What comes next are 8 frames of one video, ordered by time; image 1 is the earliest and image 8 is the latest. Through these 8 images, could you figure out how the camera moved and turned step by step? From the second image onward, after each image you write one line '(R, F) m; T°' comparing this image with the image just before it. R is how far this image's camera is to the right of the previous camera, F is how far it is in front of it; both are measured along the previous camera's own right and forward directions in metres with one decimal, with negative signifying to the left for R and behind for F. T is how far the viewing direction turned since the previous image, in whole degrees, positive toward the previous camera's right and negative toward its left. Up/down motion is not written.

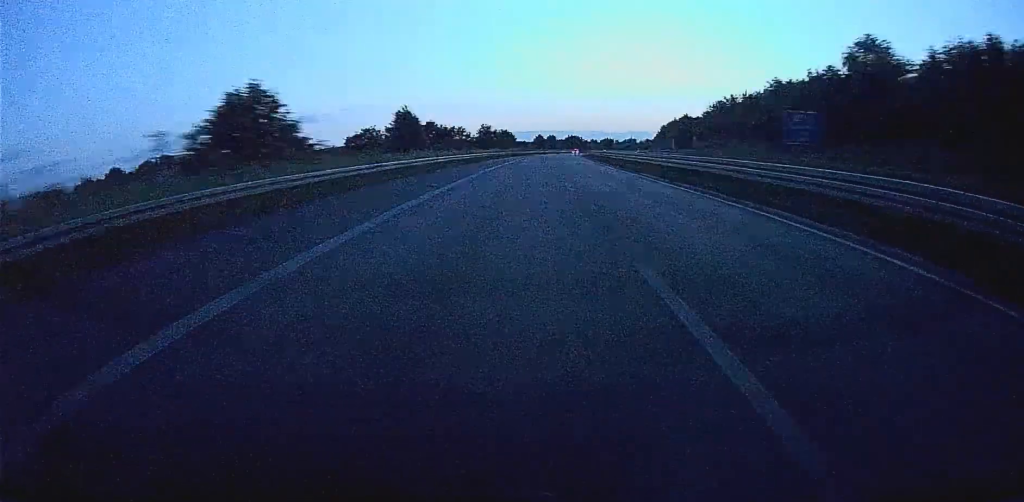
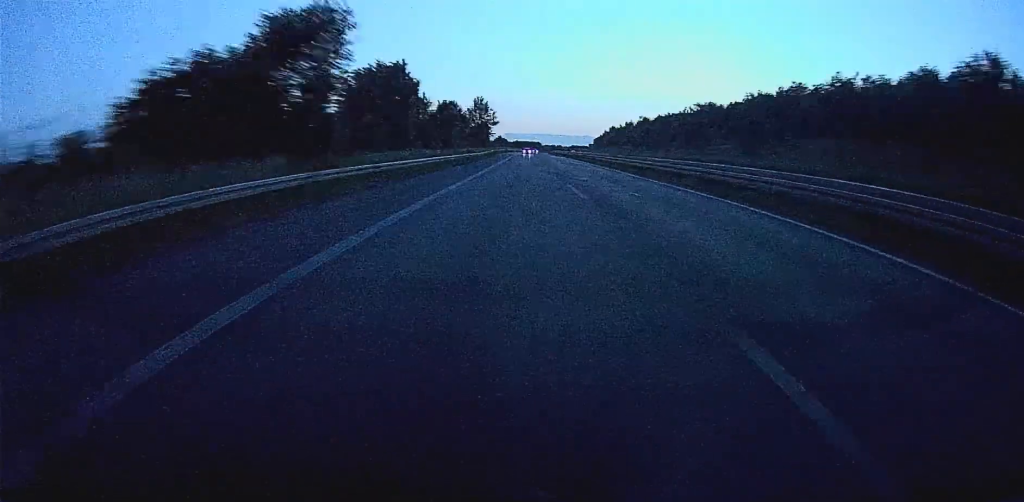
(-11.2, +246.5) m; -3°
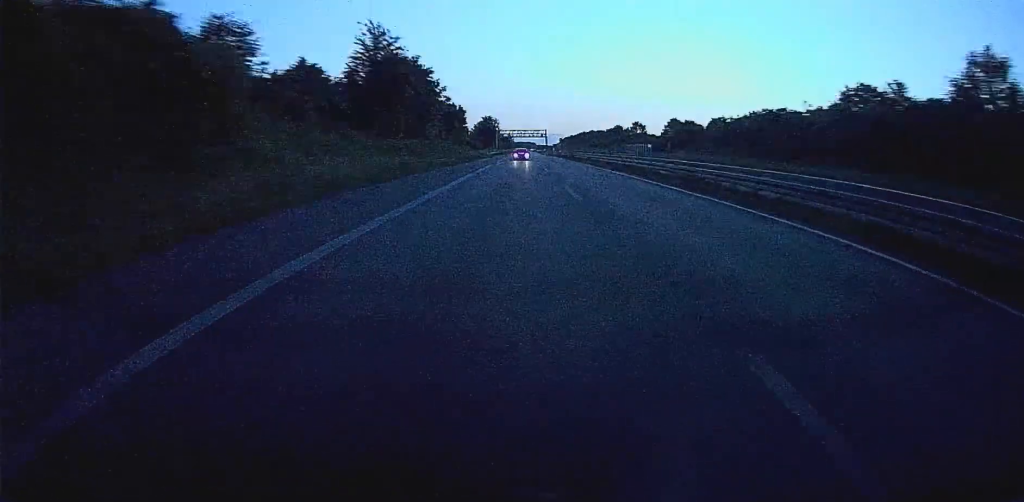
(-1.1, +288.4) m; 0°
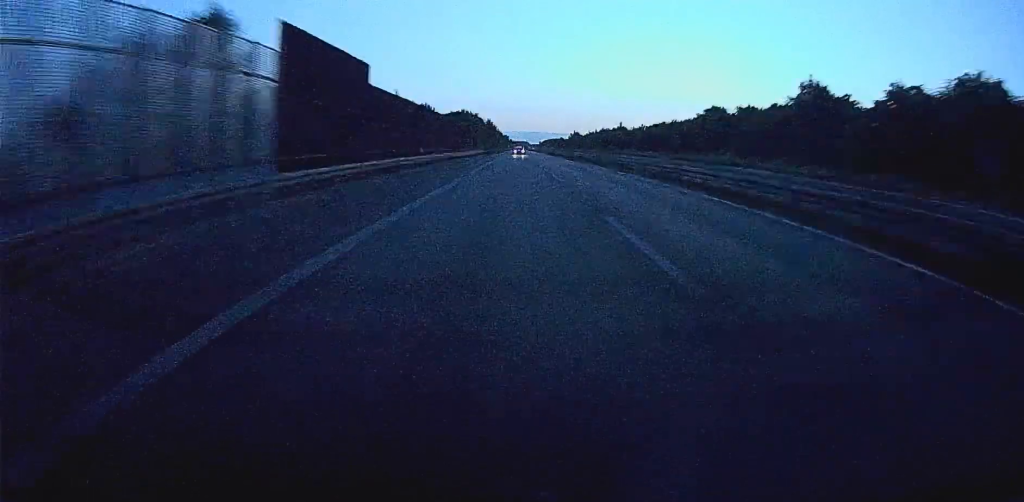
(+1.4, +280.0) m; +8°
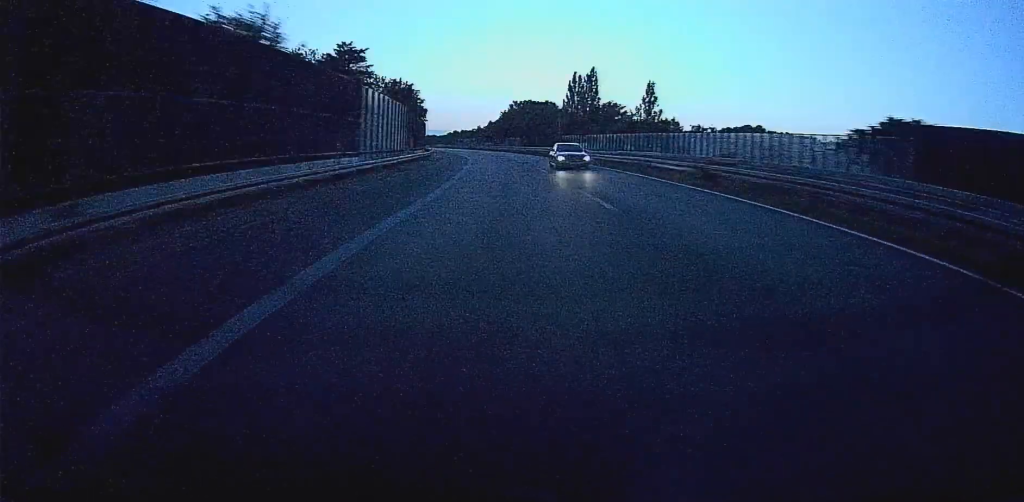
(+38.3, +288.9) m; +17°
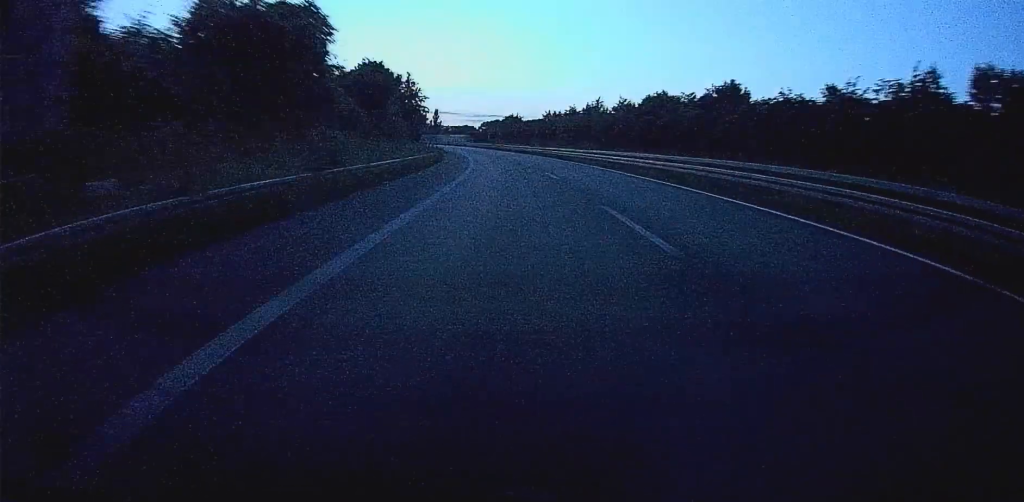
(+34.4, +226.6) m; +5°
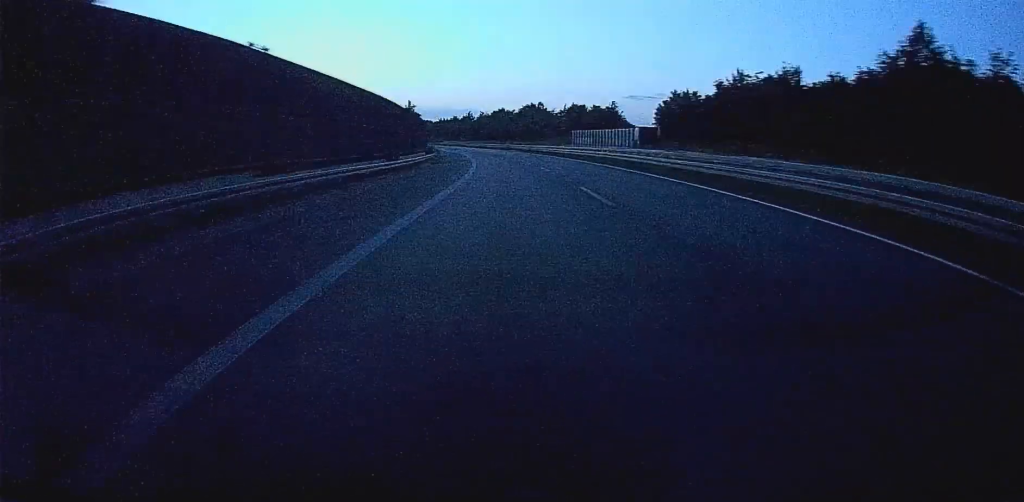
(+23.5, +135.8) m; +1°
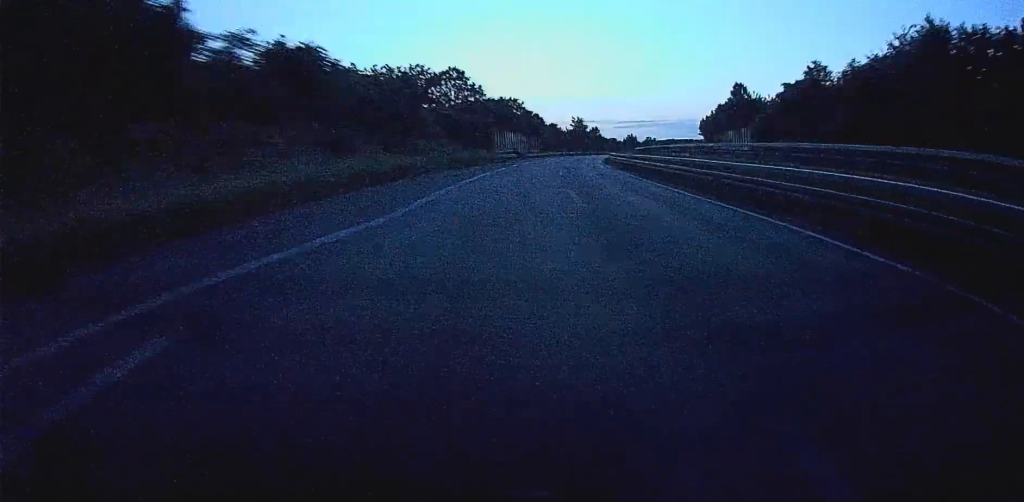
(-47.5, +313.4) m; -17°
